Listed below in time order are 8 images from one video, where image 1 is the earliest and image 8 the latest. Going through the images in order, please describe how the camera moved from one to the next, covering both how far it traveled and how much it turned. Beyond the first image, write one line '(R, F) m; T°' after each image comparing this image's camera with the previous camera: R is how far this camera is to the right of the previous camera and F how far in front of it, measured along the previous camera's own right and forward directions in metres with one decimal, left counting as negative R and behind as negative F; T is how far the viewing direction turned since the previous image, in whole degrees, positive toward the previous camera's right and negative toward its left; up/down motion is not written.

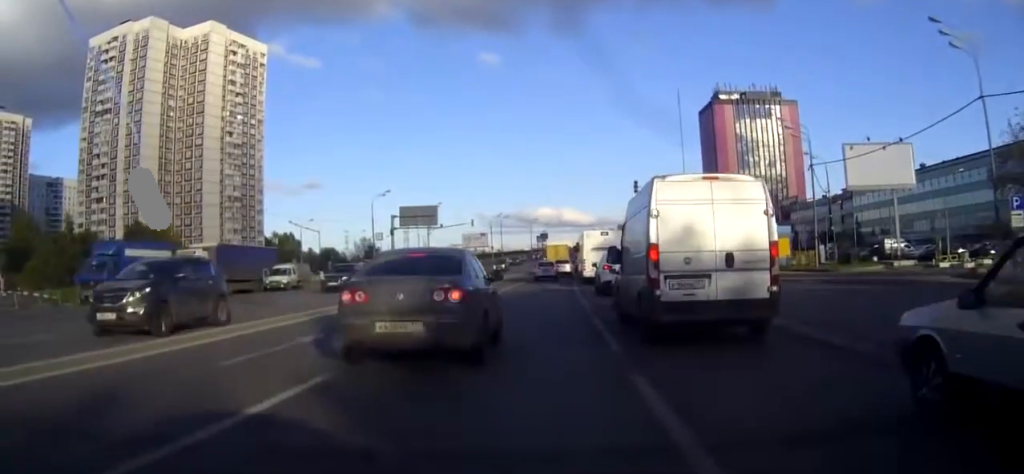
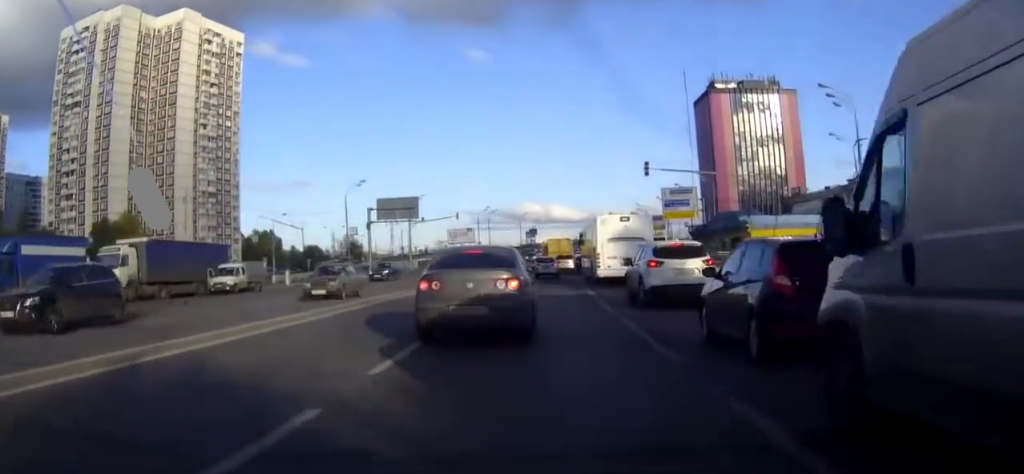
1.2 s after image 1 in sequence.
(+0.1, +9.5) m; +2°
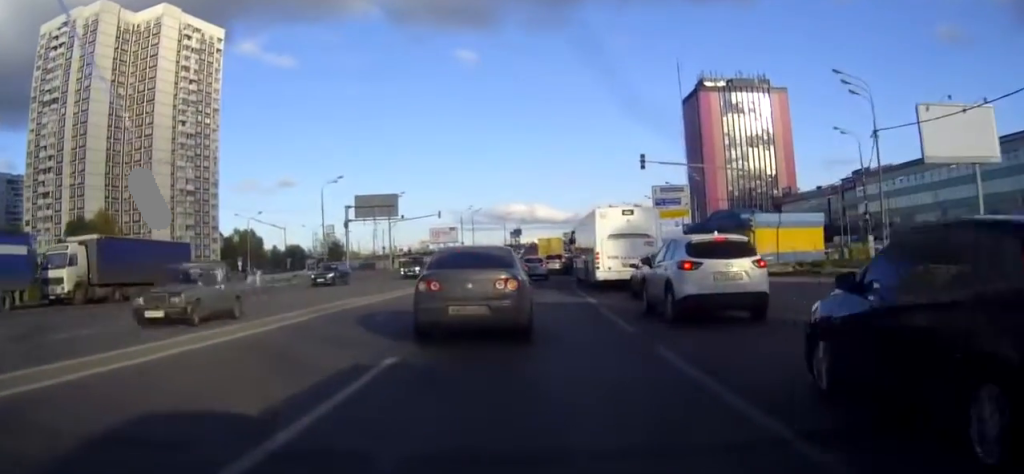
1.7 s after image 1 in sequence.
(0.0, +4.3) m; +1°
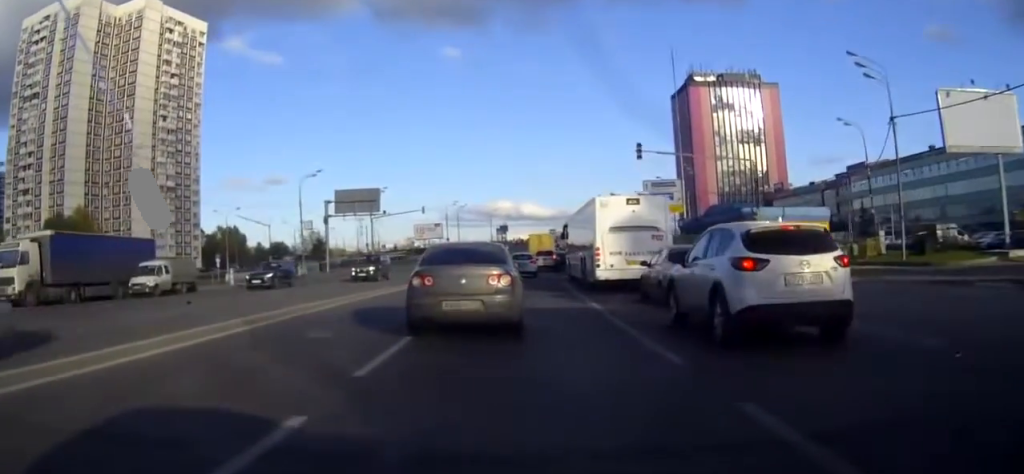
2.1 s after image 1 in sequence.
(+0.1, +3.8) m; +1°
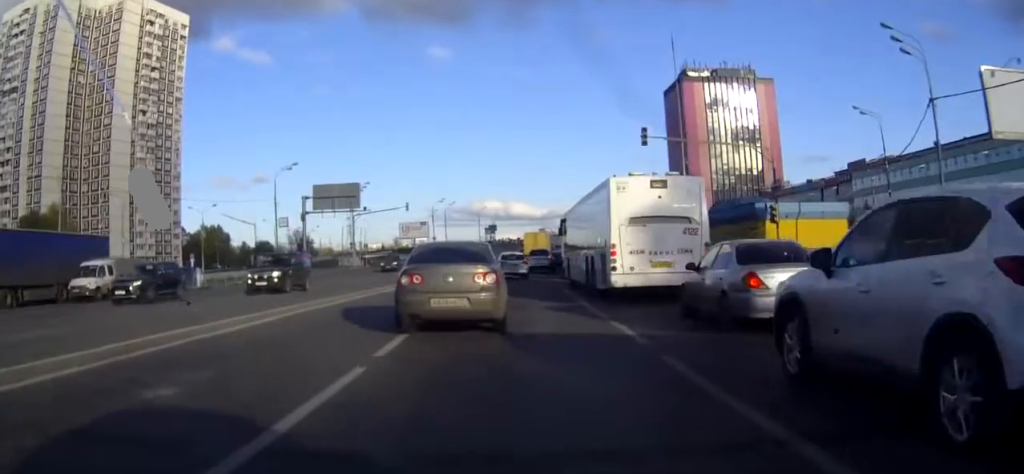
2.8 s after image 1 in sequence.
(+0.1, +5.8) m; 0°
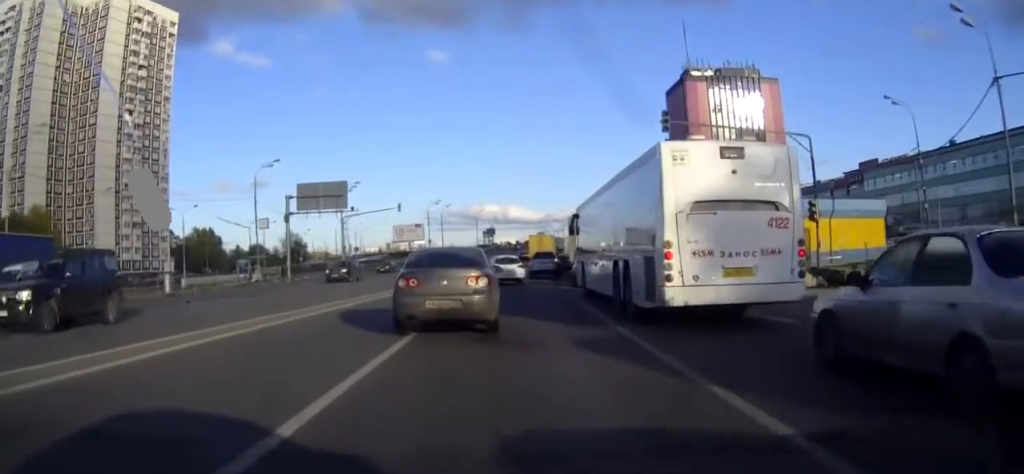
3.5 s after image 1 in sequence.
(-0.1, +6.4) m; 0°
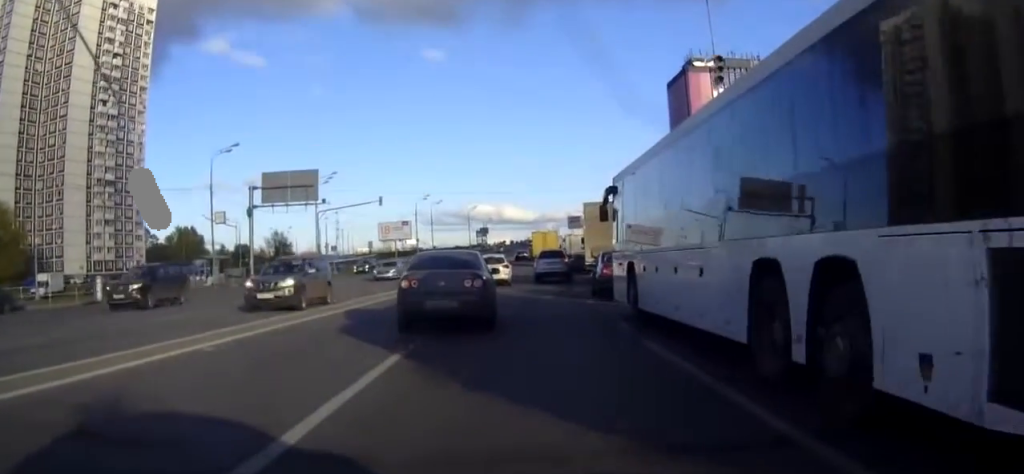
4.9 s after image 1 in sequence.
(0.0, +10.6) m; 0°
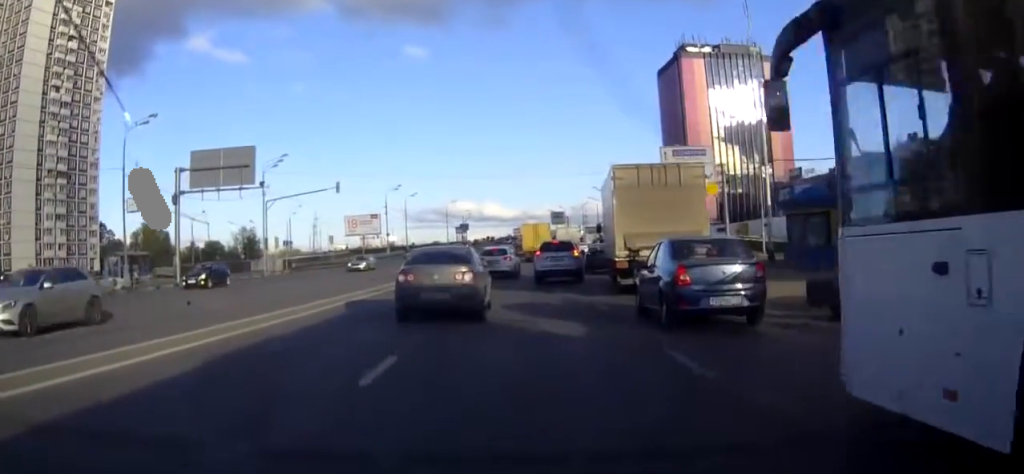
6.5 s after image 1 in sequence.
(-0.1, +13.0) m; 0°
